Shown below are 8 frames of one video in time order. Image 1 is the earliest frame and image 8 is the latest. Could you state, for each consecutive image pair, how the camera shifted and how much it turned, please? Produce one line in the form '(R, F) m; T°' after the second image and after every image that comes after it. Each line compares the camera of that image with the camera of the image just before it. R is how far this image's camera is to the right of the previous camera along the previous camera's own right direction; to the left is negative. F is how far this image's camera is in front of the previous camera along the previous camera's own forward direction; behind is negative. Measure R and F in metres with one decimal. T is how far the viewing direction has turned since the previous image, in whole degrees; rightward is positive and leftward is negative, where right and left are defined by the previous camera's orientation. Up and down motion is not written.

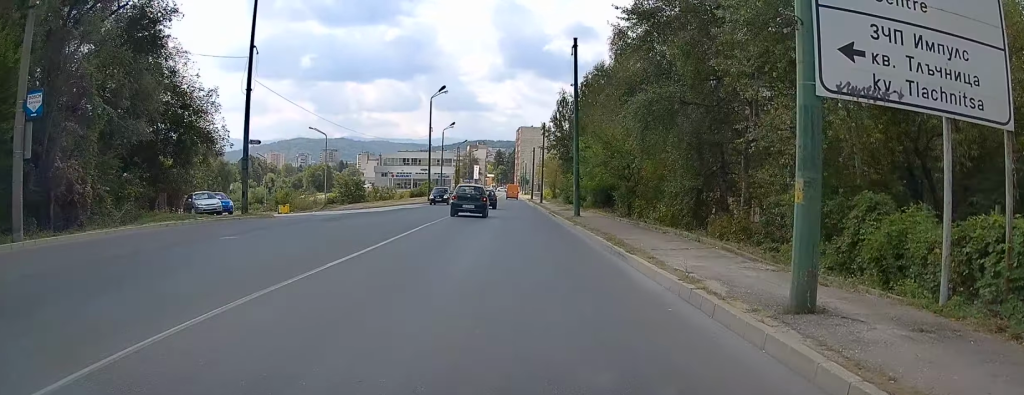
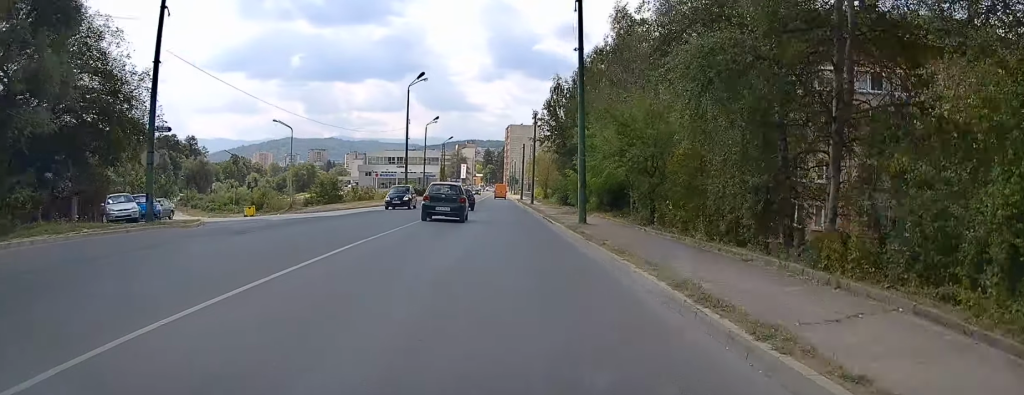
(+0.1, +8.0) m; 0°
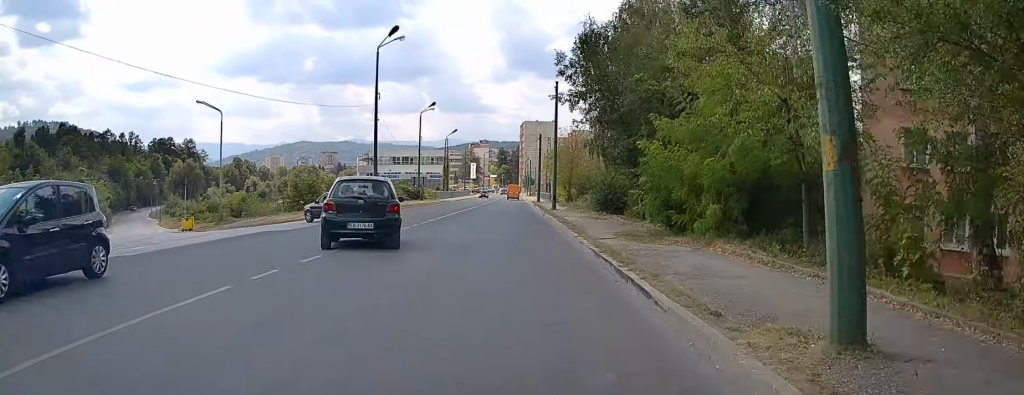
(-0.1, +18.9) m; +1°
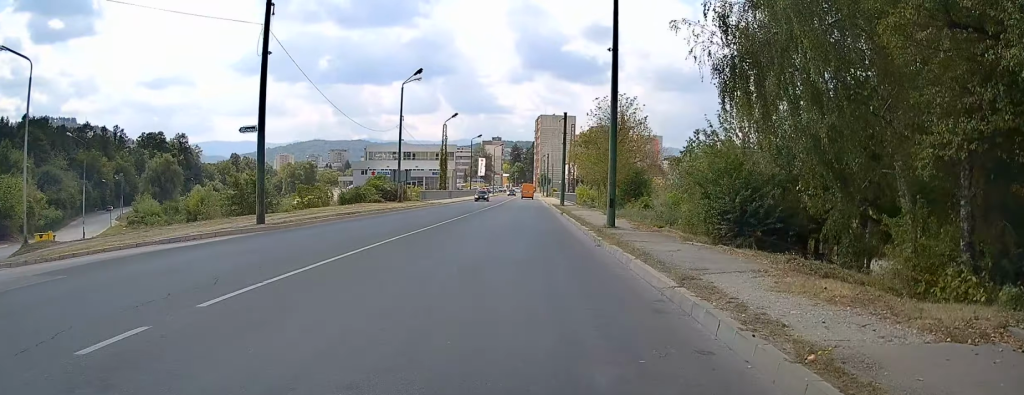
(-0.2, +22.8) m; -1°
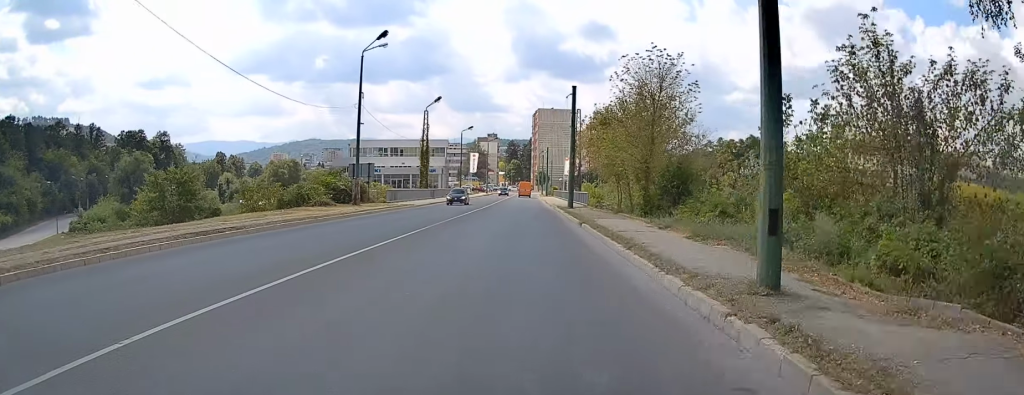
(+0.1, +14.7) m; 0°
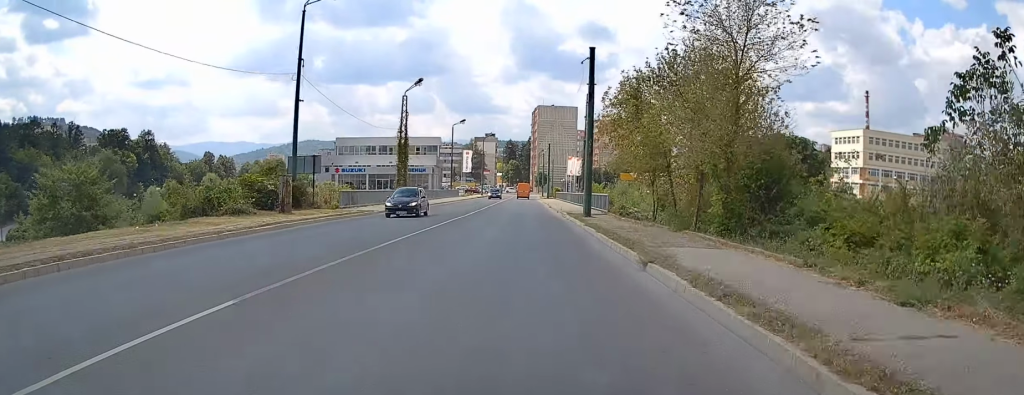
(0.0, +13.3) m; 0°
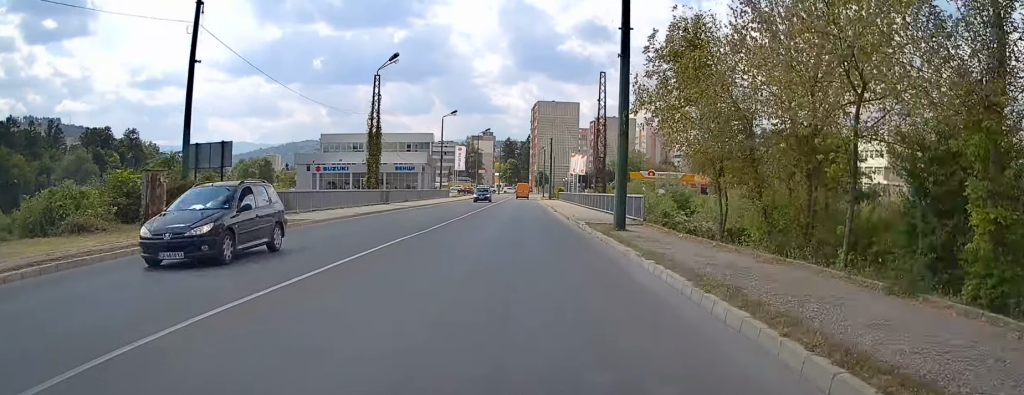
(0.0, +11.8) m; 0°
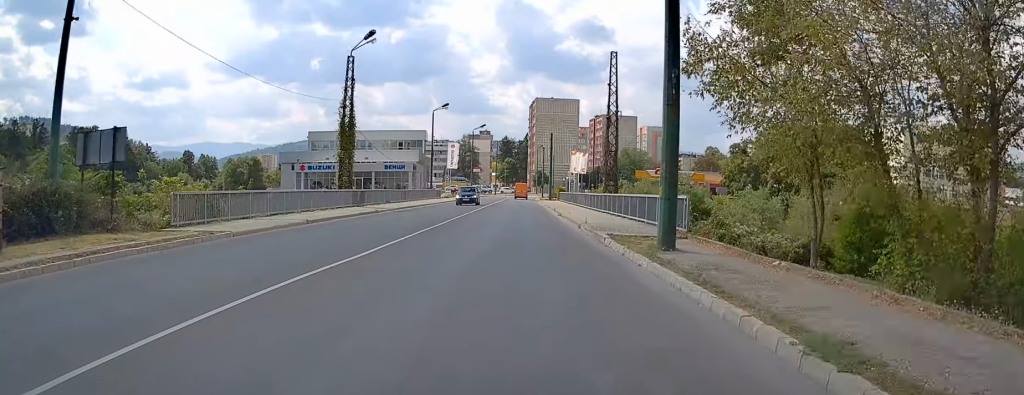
(+0.1, +7.6) m; 0°
